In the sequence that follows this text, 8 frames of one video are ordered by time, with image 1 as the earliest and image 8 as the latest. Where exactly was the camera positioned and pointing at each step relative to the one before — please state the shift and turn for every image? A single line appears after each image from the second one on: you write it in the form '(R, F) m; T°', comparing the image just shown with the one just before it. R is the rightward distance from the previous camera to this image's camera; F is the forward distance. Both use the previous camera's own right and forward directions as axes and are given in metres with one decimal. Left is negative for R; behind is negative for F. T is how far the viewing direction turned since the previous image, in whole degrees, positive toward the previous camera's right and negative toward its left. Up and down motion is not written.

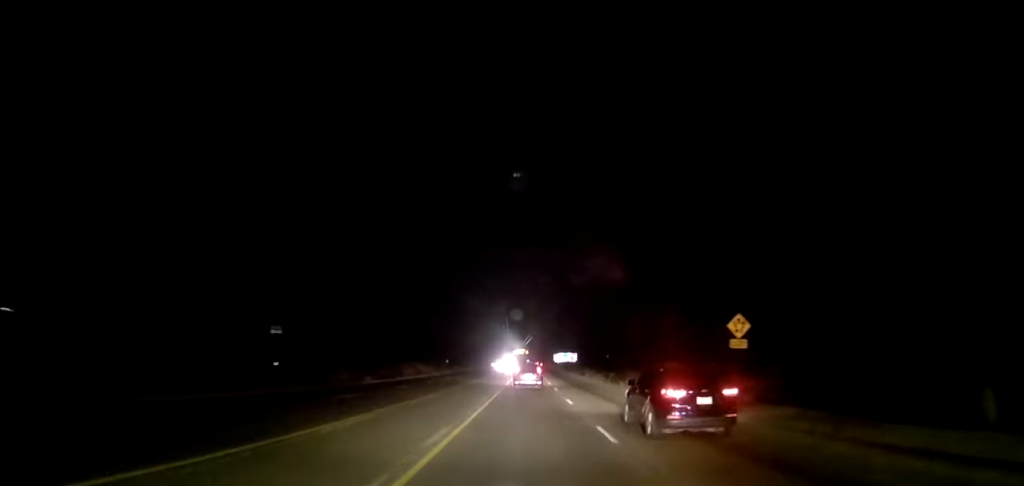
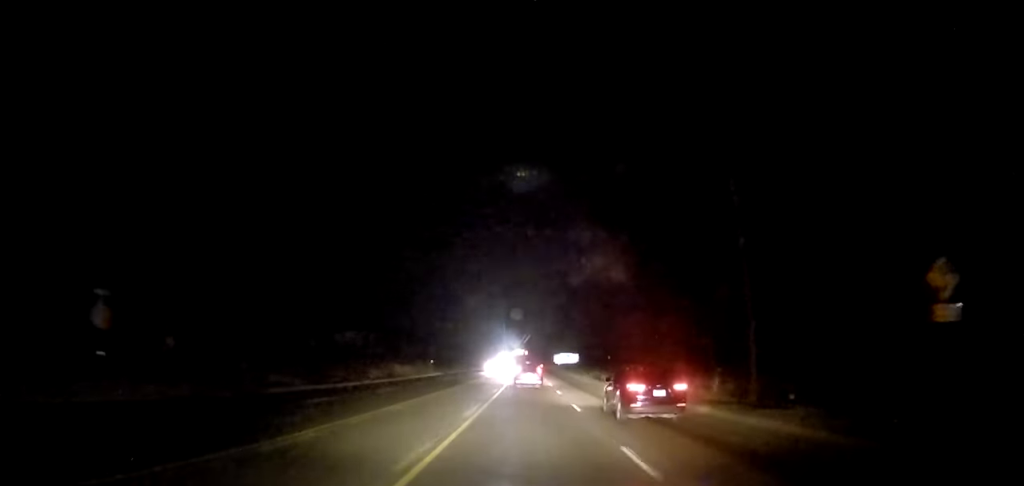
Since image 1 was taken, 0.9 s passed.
(-0.1, +15.4) m; -1°
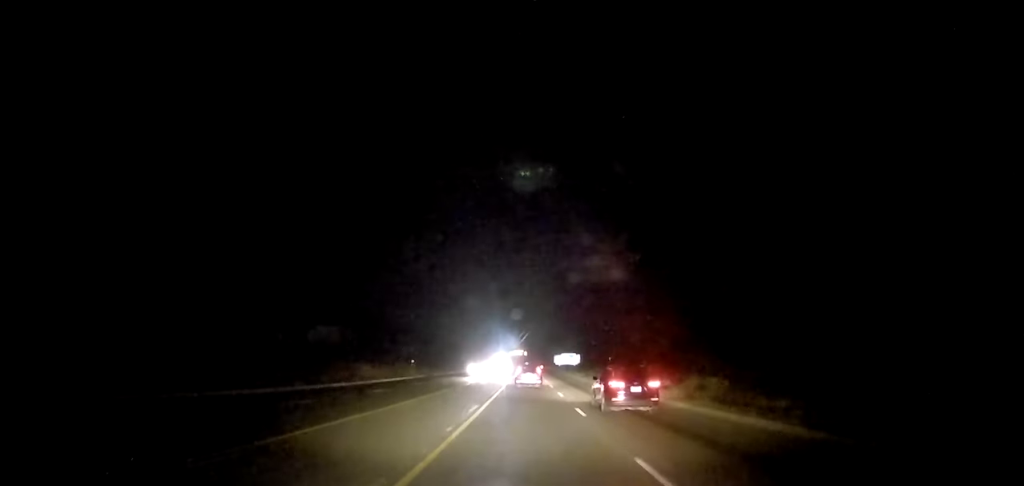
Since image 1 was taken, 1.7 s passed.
(0.0, +13.3) m; 0°
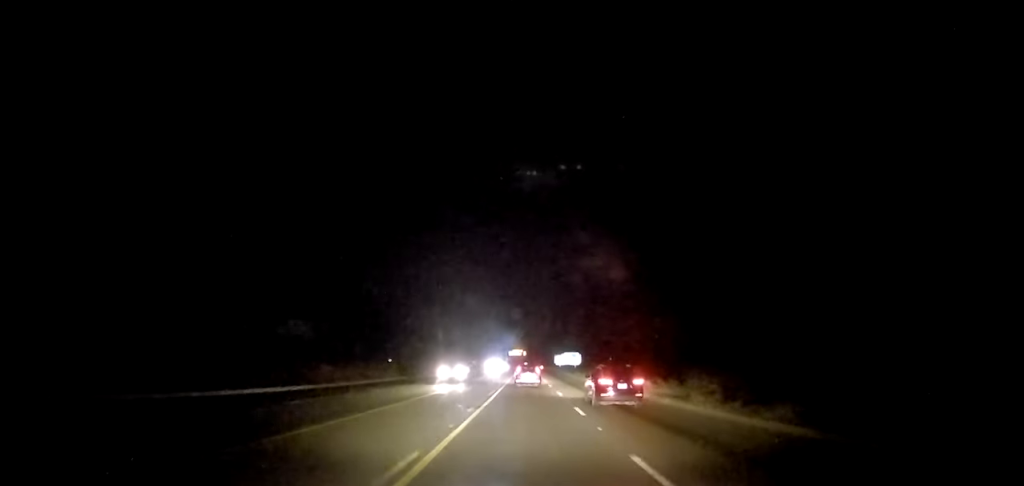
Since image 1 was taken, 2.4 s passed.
(0.0, +11.1) m; 0°
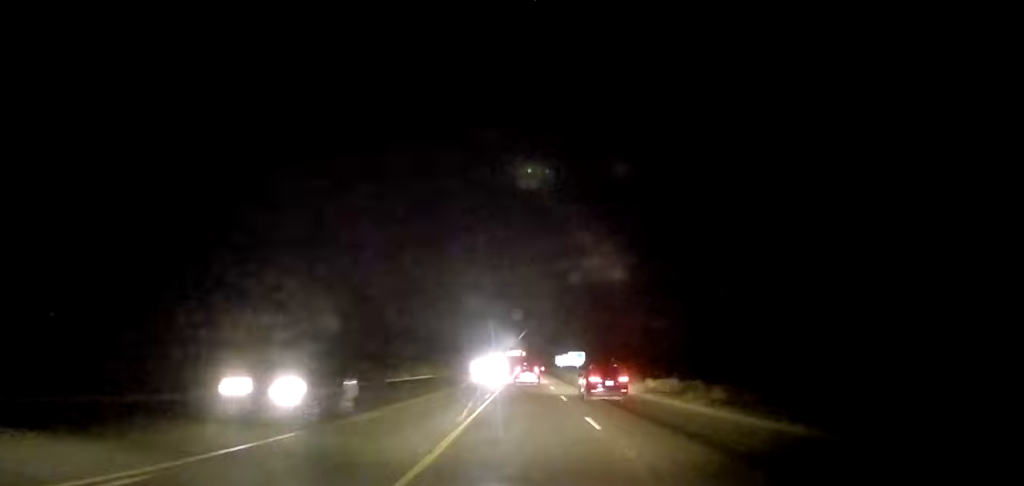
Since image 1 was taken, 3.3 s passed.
(+0.1, +15.5) m; 0°
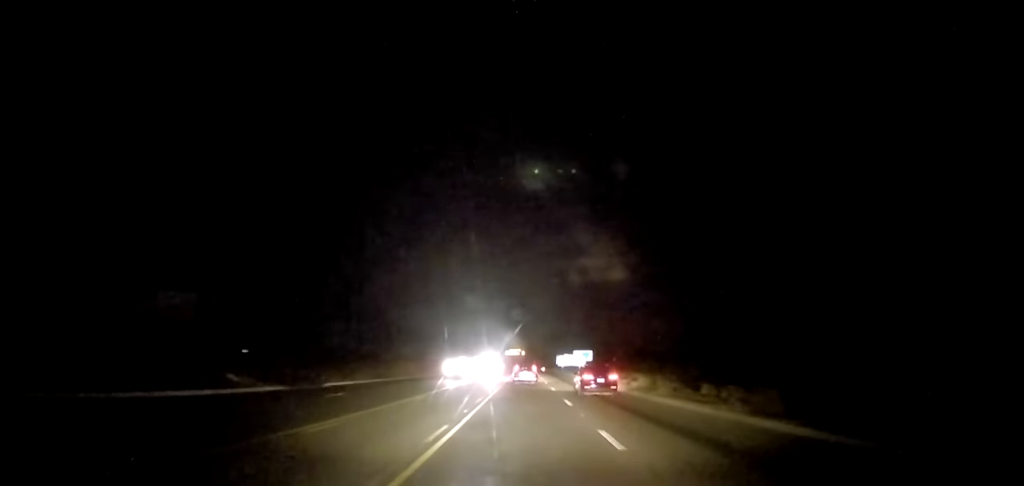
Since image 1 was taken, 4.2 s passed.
(0.0, +15.3) m; 0°
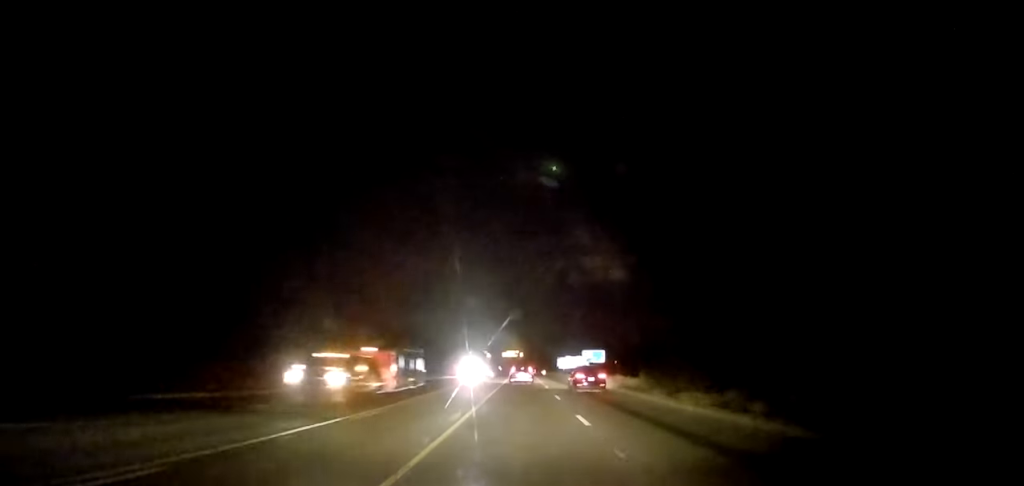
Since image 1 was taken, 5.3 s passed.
(0.0, +19.8) m; 0°
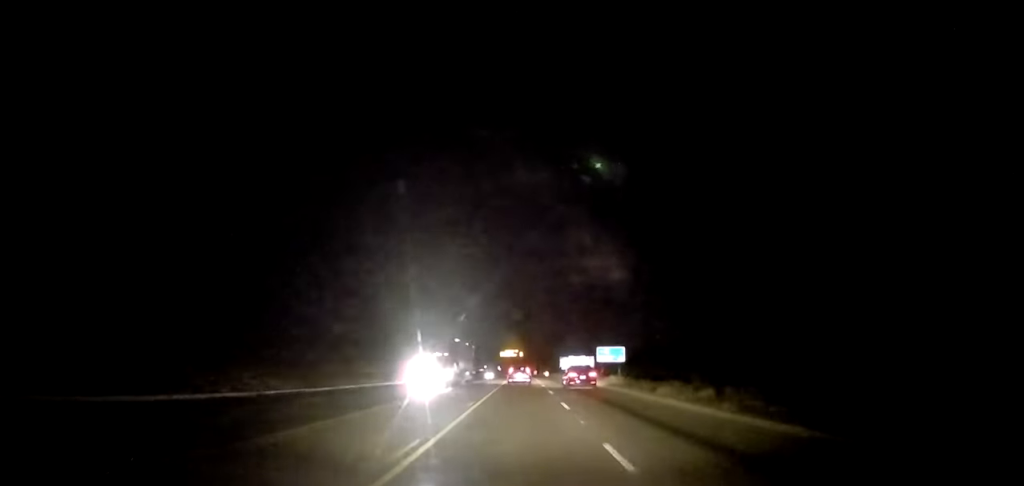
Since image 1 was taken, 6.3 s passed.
(0.0, +18.2) m; +2°
